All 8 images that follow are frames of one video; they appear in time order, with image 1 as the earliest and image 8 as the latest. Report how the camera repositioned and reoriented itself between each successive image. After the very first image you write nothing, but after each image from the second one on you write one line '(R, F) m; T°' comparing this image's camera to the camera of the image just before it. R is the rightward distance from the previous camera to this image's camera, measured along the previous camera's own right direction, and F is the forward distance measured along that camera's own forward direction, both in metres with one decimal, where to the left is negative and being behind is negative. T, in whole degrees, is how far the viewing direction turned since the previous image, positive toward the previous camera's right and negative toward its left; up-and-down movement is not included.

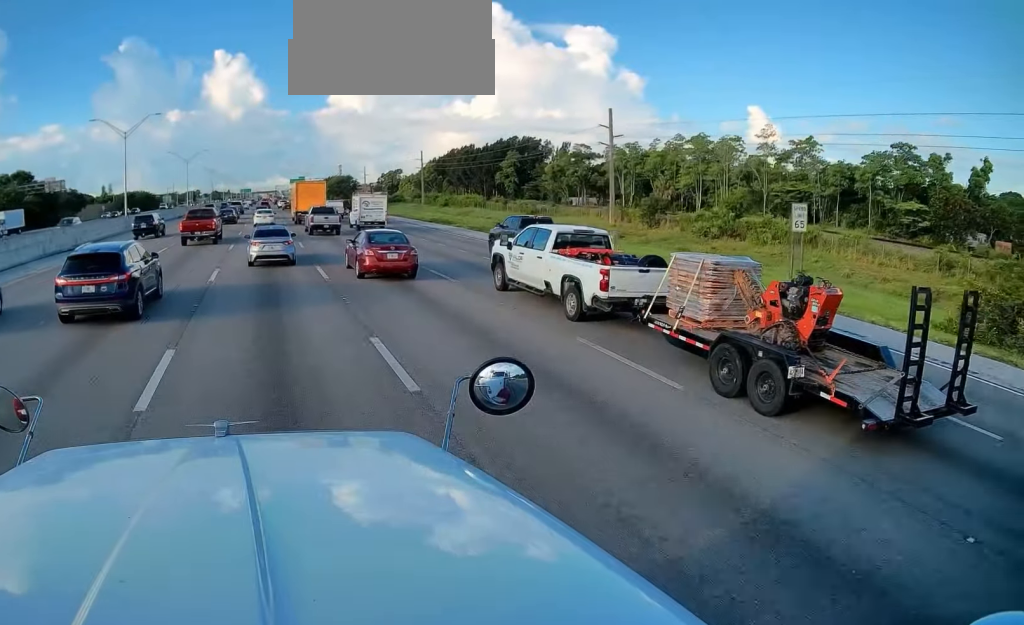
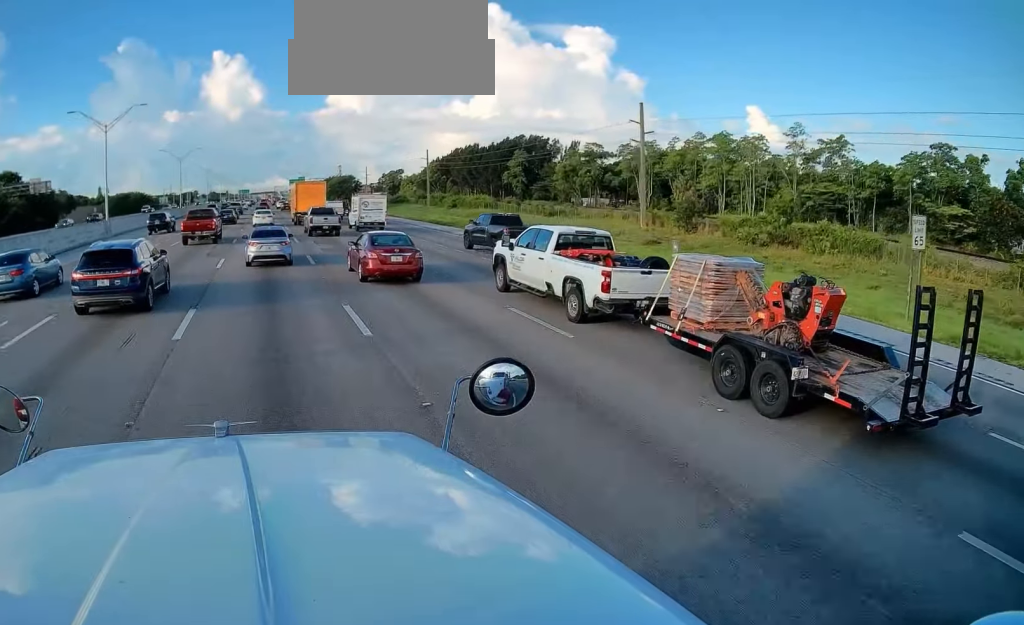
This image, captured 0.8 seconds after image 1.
(+0.2, +6.8) m; +1°
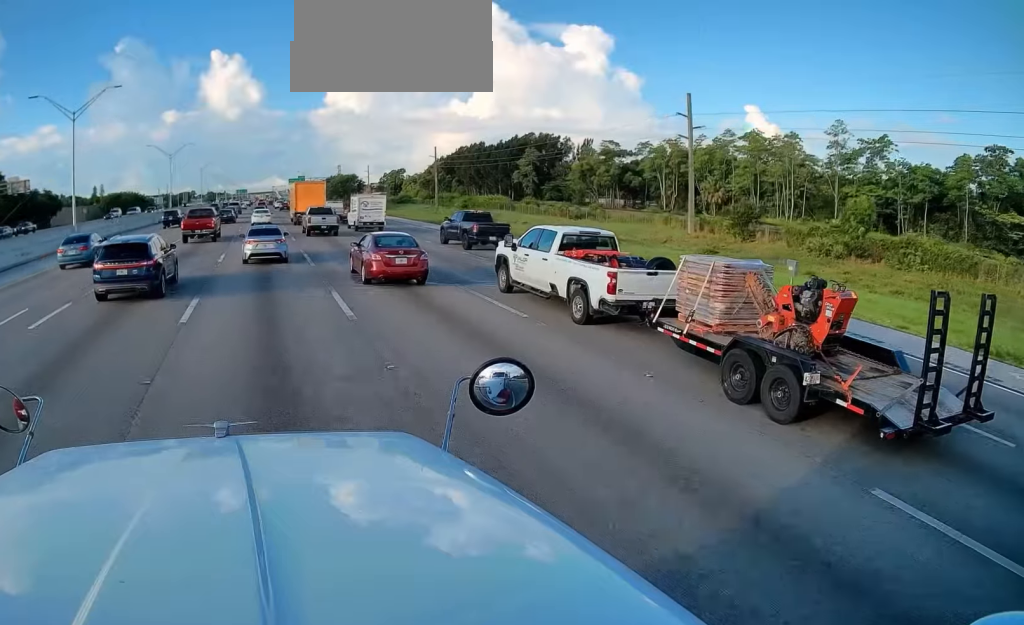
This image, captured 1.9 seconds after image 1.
(+0.1, +8.4) m; -1°
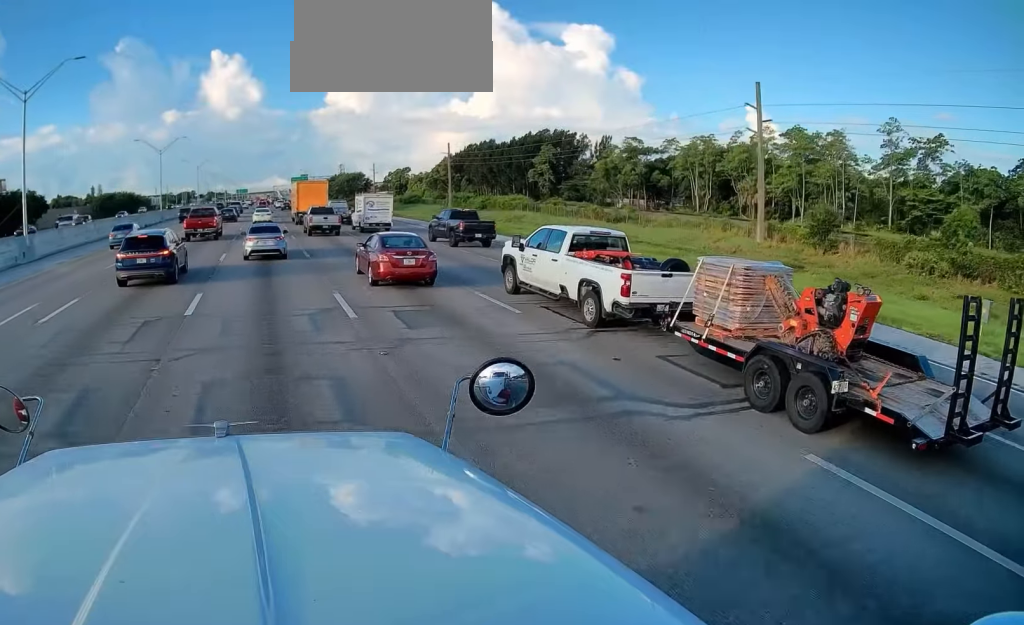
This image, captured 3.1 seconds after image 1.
(-0.2, +9.8) m; -2°
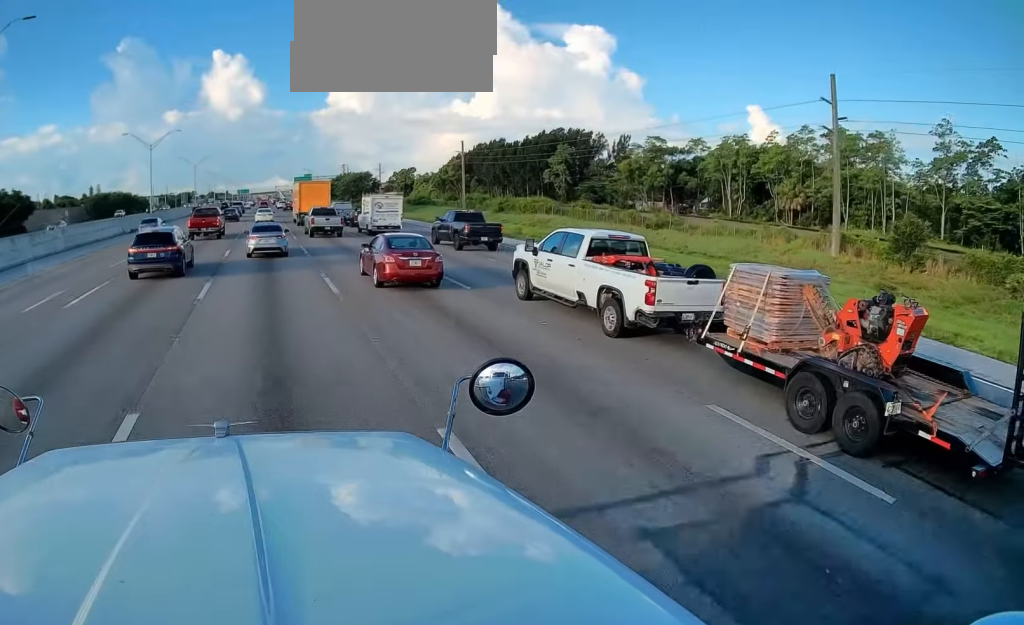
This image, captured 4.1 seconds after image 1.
(0.0, +9.2) m; 0°
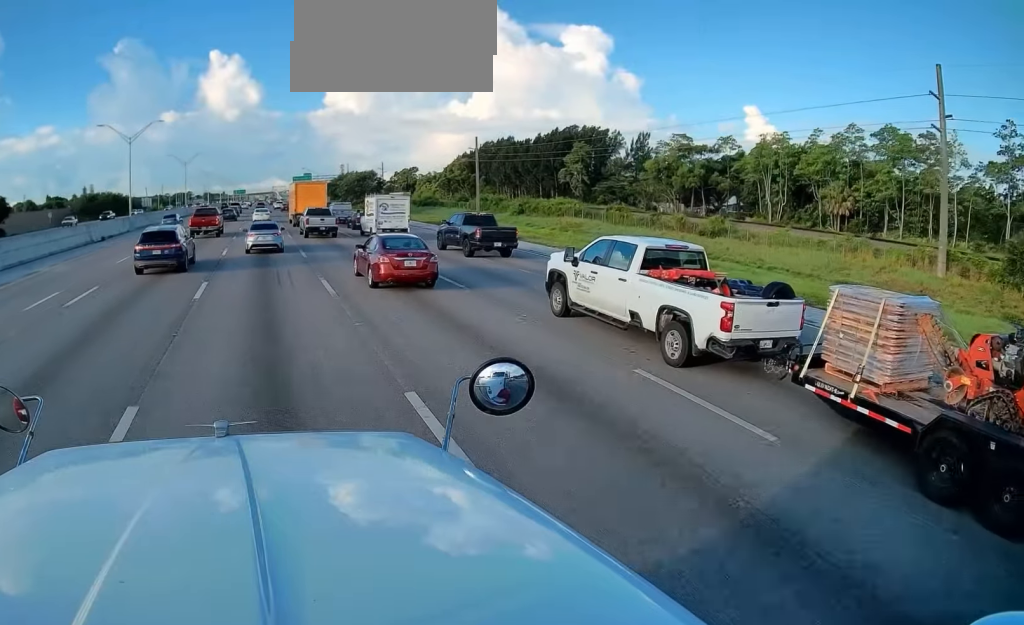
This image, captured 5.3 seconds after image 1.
(0.0, +11.5) m; 0°
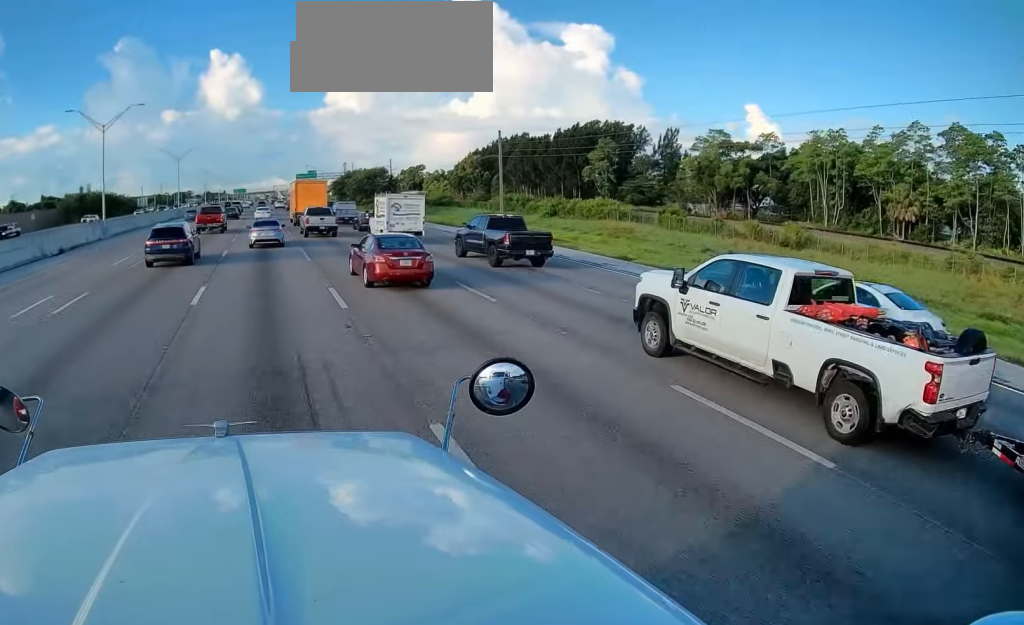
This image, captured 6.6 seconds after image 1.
(+0.3, +13.1) m; +2°
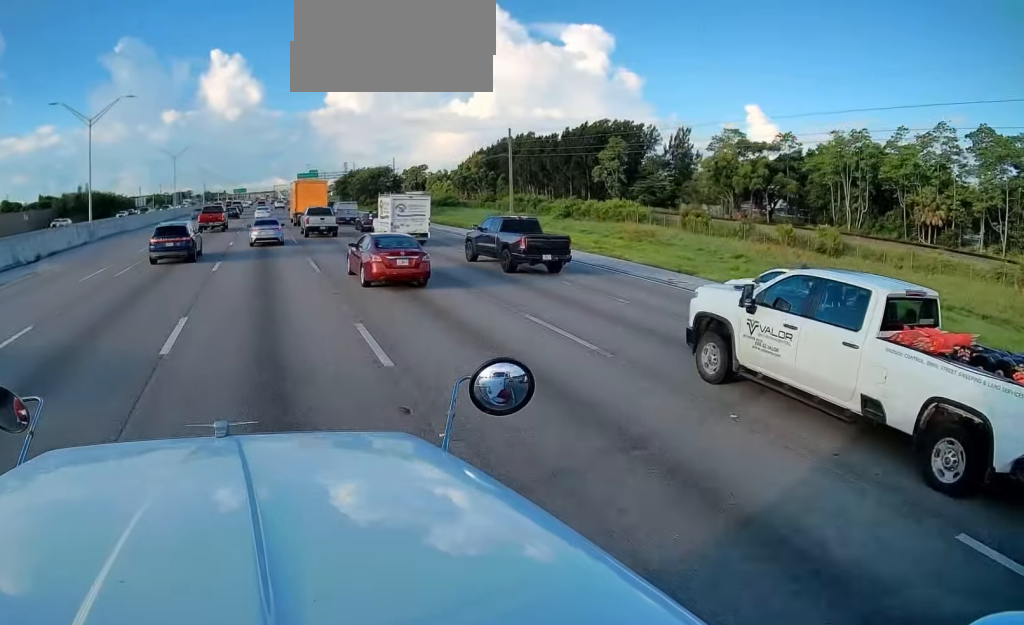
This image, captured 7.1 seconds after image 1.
(+0.2, +4.9) m; 0°
